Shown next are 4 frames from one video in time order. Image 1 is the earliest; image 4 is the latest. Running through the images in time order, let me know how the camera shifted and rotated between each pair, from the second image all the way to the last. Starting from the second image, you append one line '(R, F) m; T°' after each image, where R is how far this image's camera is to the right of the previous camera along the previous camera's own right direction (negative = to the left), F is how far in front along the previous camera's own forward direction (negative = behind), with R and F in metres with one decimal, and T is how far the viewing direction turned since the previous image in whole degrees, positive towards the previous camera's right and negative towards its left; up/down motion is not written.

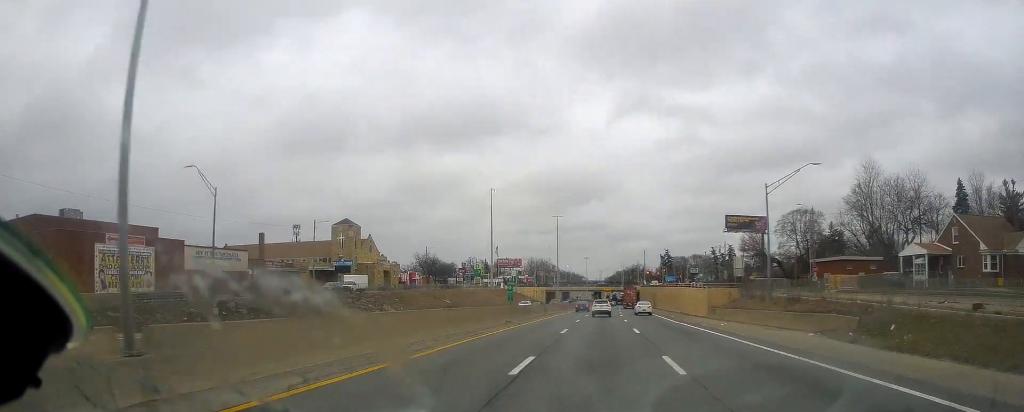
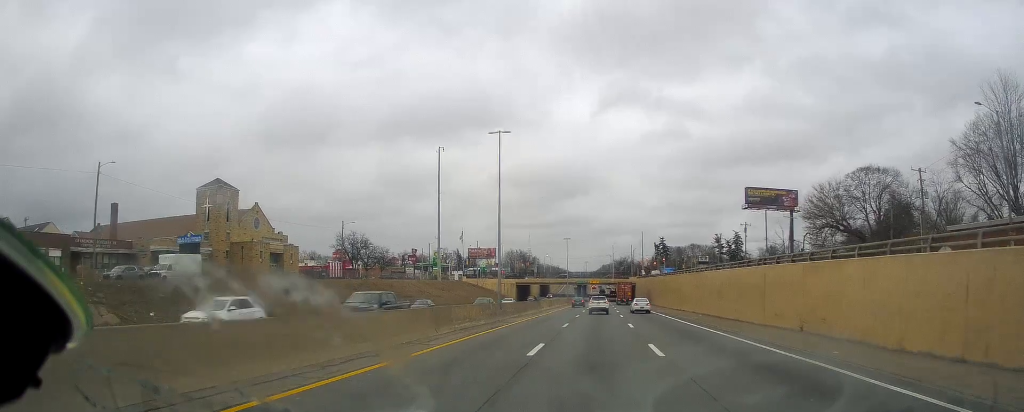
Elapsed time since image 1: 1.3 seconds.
(0.0, +42.9) m; 0°
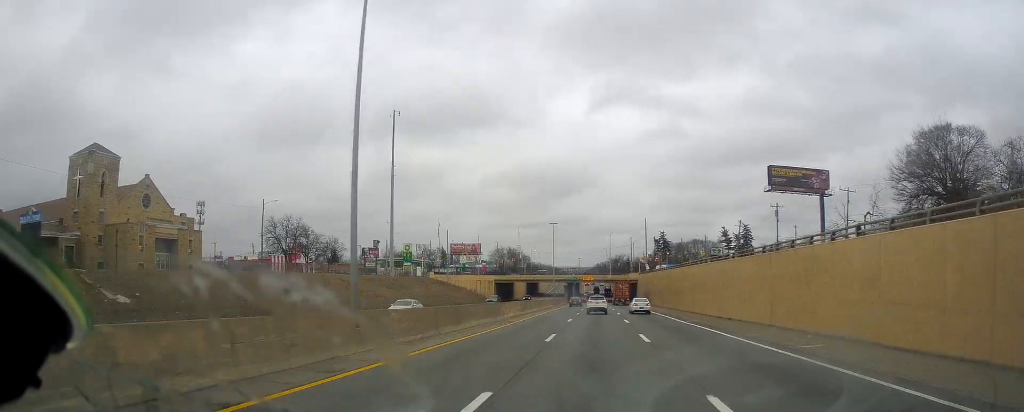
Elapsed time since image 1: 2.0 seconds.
(+0.2, +25.7) m; +1°
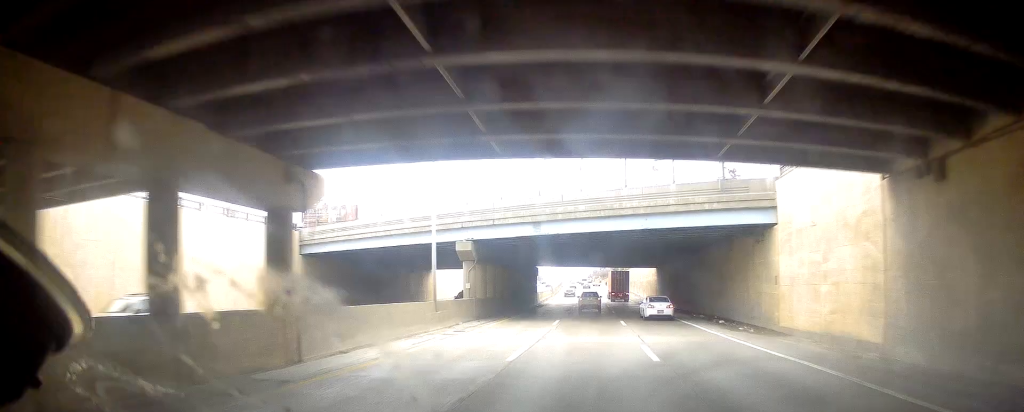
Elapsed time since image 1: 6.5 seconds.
(+2.1, +147.5) m; 0°
